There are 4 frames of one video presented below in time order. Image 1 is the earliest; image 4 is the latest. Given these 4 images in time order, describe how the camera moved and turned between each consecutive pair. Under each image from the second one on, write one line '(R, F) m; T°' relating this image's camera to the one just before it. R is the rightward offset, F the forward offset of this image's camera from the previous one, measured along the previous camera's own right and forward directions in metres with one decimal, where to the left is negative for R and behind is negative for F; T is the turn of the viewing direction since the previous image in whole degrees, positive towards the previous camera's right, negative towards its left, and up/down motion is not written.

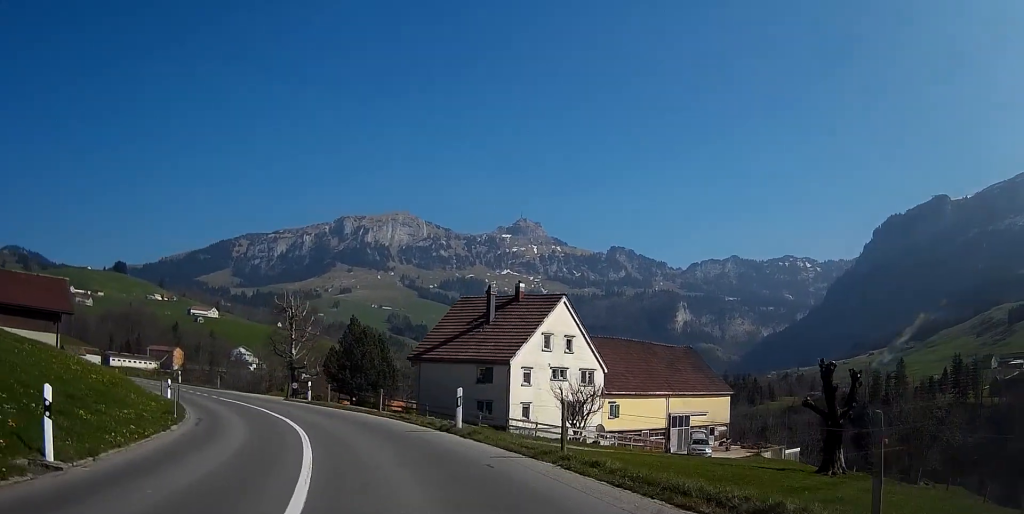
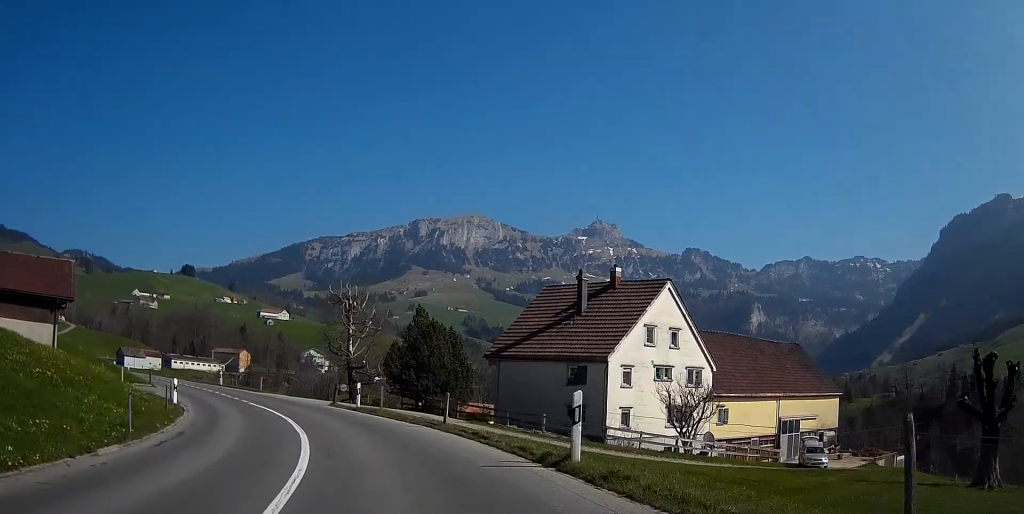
(-0.3, +7.6) m; -7°
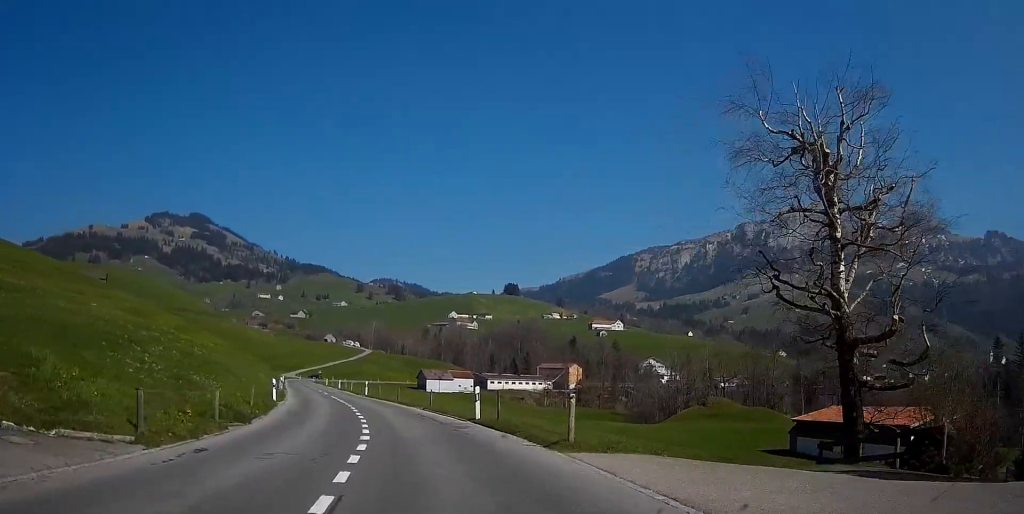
(-7.5, +32.0) m; -24°
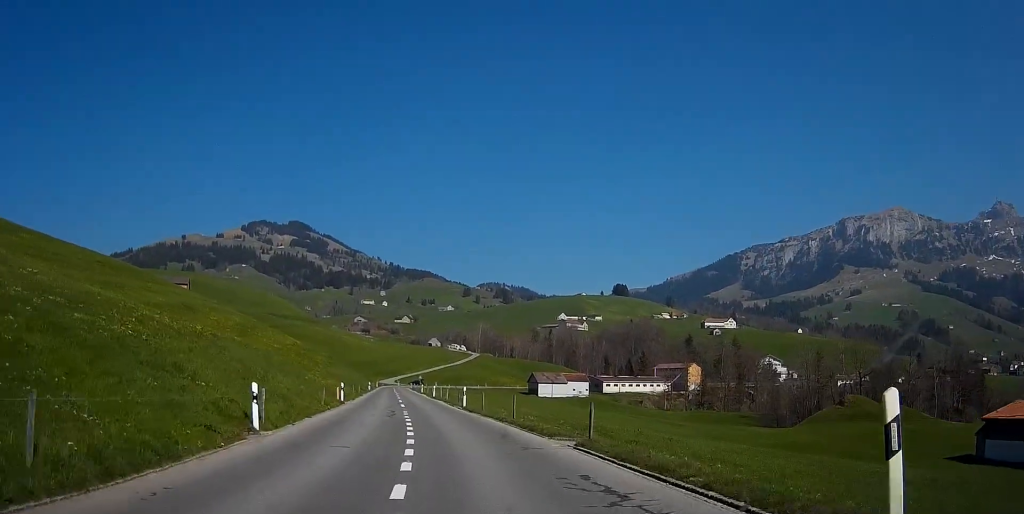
(-1.5, +17.8) m; -8°
